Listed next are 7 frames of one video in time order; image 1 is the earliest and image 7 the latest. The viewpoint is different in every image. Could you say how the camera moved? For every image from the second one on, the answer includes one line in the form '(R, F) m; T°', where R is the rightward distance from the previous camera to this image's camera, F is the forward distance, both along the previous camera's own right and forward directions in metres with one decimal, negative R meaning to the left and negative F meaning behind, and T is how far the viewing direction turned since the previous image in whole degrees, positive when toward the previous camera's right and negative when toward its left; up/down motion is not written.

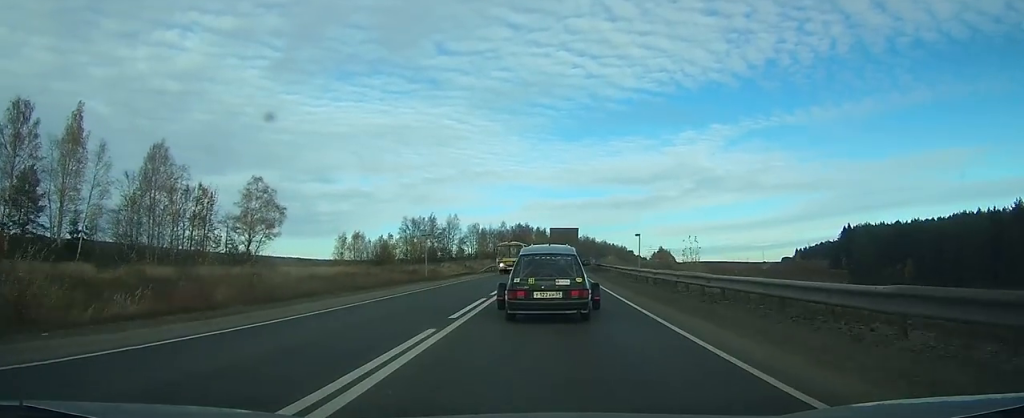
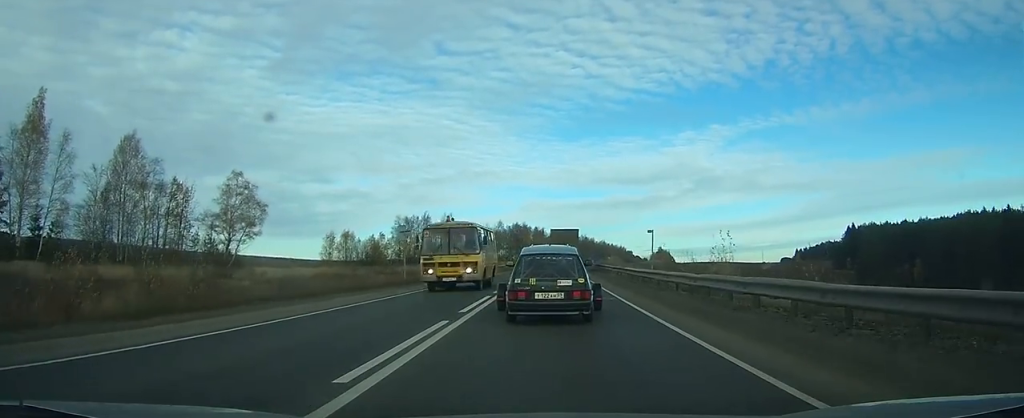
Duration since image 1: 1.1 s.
(0.0, +6.6) m; 0°
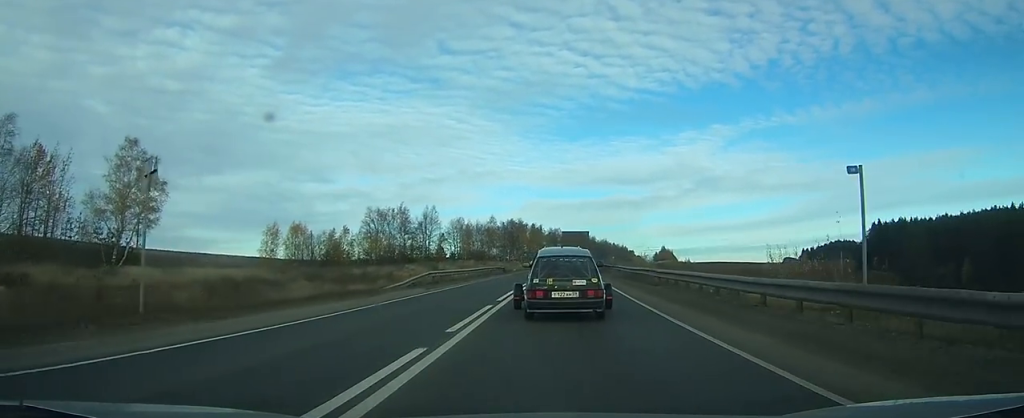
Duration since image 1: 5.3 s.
(-0.2, +26.2) m; 0°
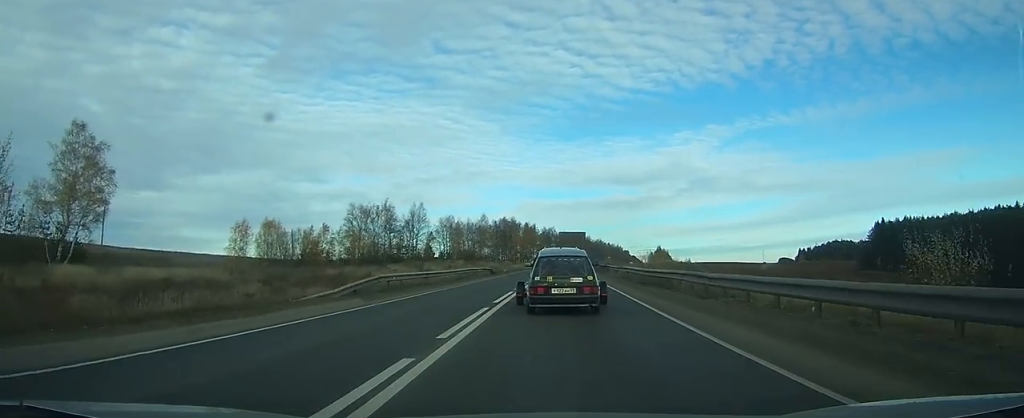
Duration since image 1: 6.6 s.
(+0.1, +8.9) m; 0°
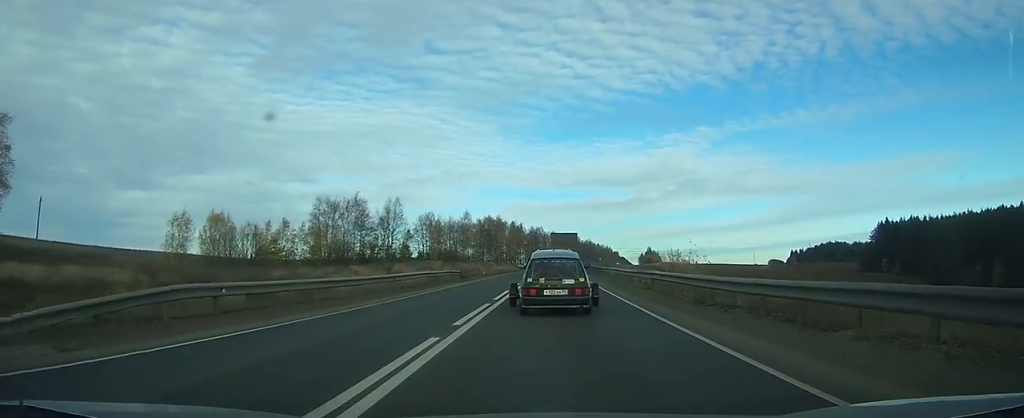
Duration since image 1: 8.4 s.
(0.0, +12.5) m; +1°
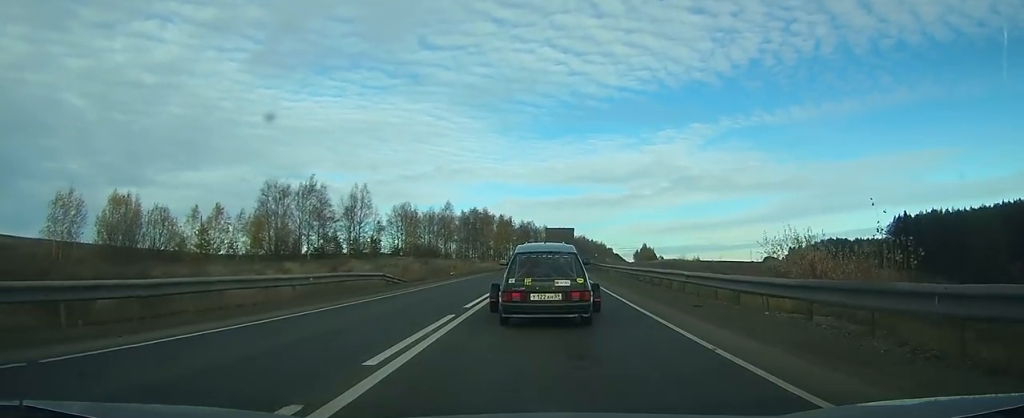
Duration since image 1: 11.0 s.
(+0.2, +18.5) m; +1°
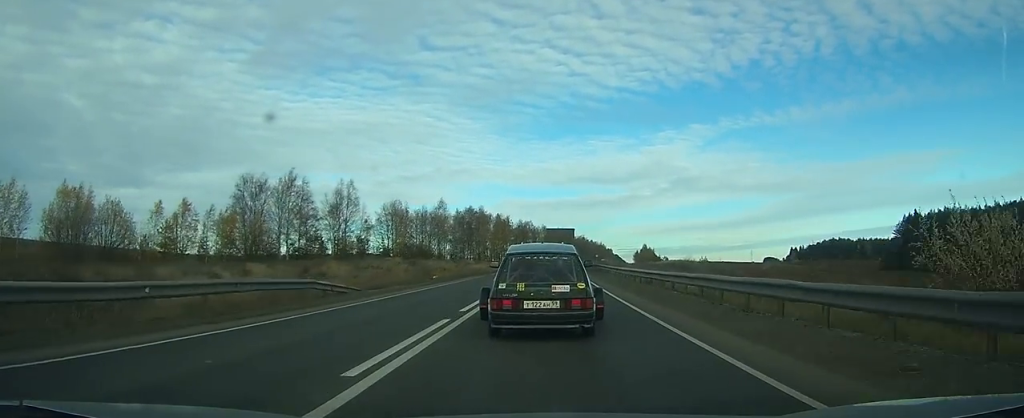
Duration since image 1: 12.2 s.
(+0.1, +8.3) m; +1°
